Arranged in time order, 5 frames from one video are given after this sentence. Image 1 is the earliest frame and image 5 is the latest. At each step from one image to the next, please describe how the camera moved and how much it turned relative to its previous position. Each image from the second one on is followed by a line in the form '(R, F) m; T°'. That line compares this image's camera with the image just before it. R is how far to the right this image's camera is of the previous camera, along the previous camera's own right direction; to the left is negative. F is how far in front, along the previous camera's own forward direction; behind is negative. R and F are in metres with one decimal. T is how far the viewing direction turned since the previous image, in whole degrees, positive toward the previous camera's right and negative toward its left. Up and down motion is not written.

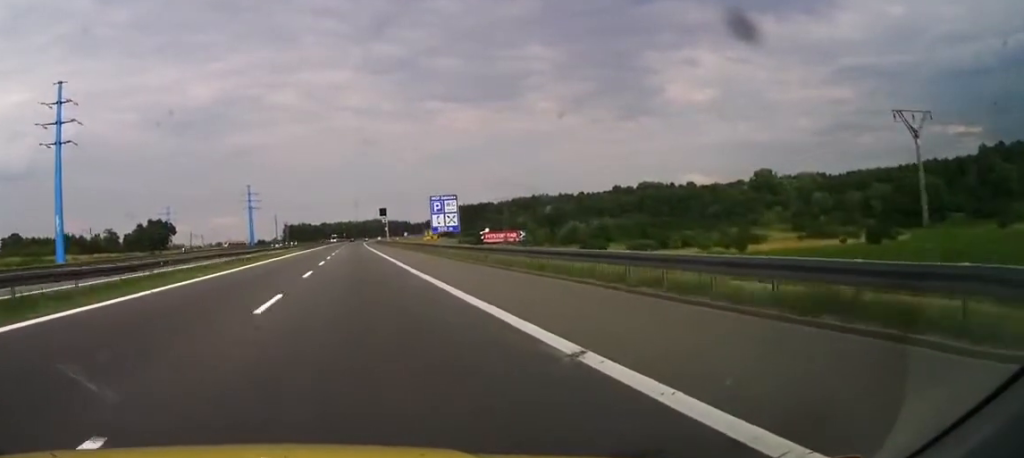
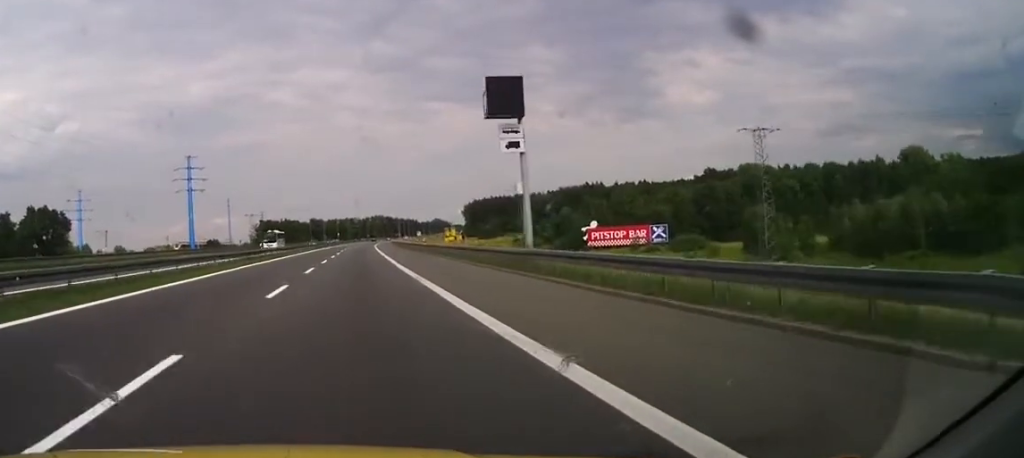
(-0.3, +128.2) m; 0°
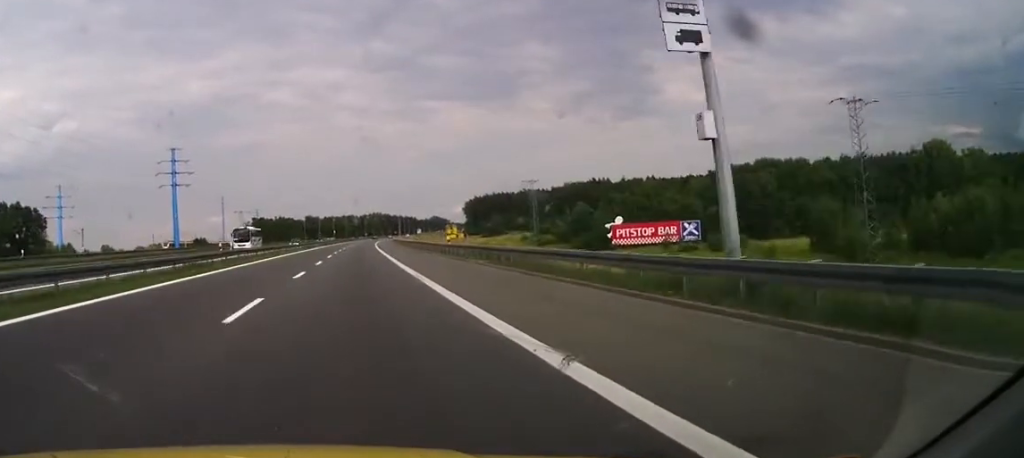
(0.0, +16.9) m; 0°
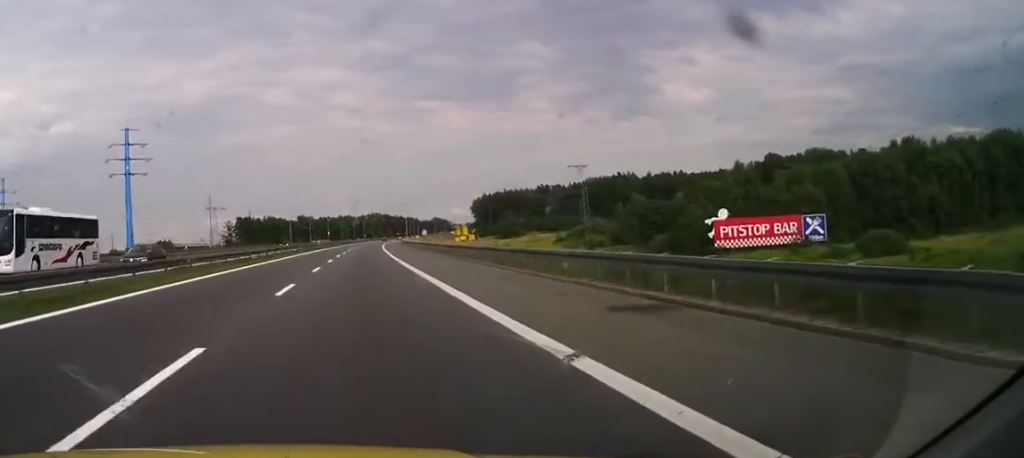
(0.0, +42.8) m; 0°
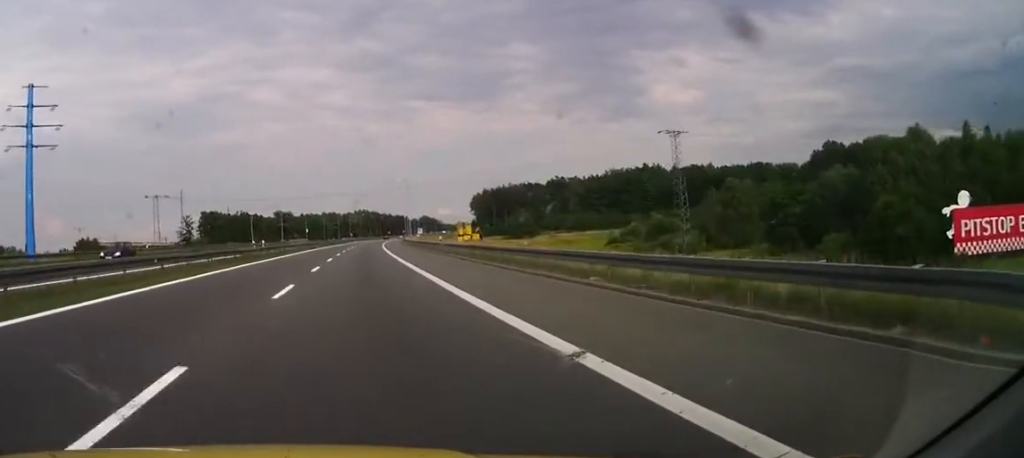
(0.0, +48.8) m; +1°
